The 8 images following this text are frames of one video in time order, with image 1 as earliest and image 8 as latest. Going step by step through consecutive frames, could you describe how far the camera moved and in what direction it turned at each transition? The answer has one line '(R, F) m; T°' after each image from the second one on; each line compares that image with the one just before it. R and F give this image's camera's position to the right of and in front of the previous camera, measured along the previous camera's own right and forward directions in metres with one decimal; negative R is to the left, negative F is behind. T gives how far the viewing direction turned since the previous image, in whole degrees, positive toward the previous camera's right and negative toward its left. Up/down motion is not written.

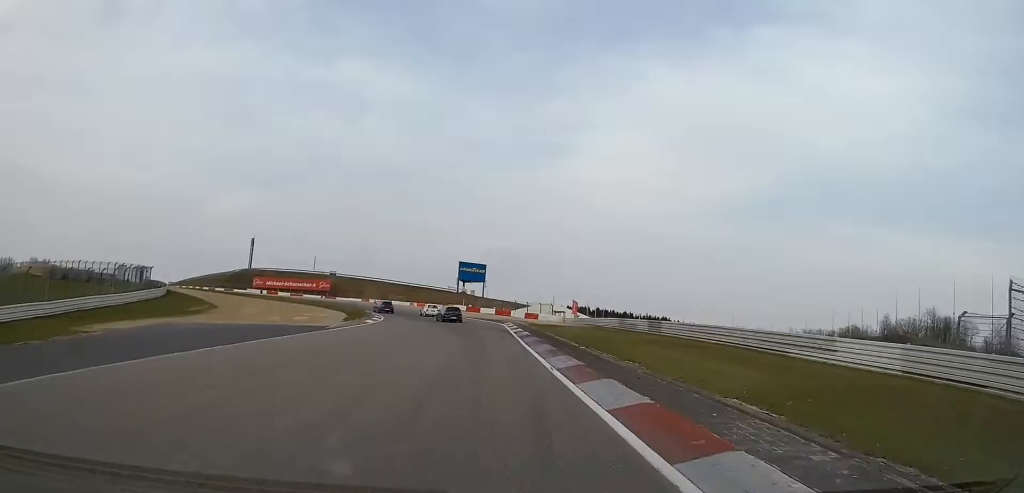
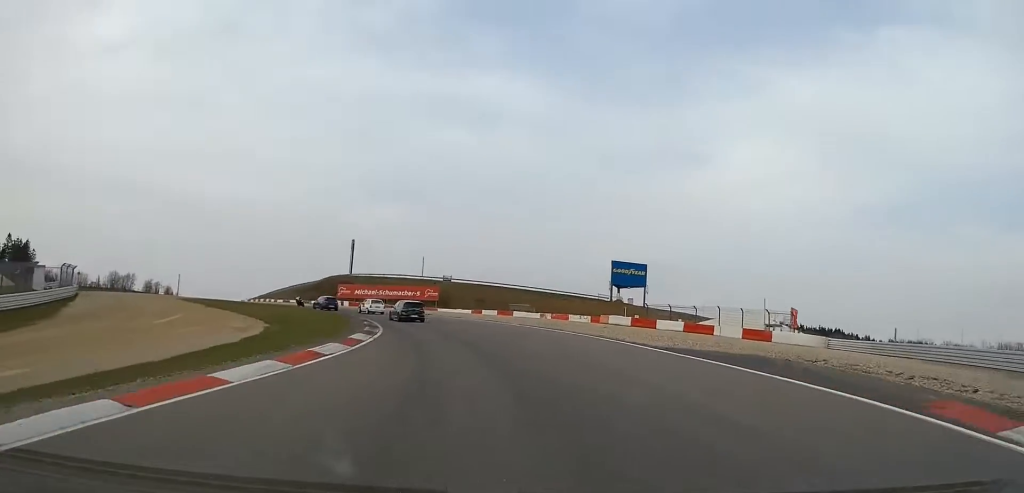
(-2.8, +54.3) m; -11°
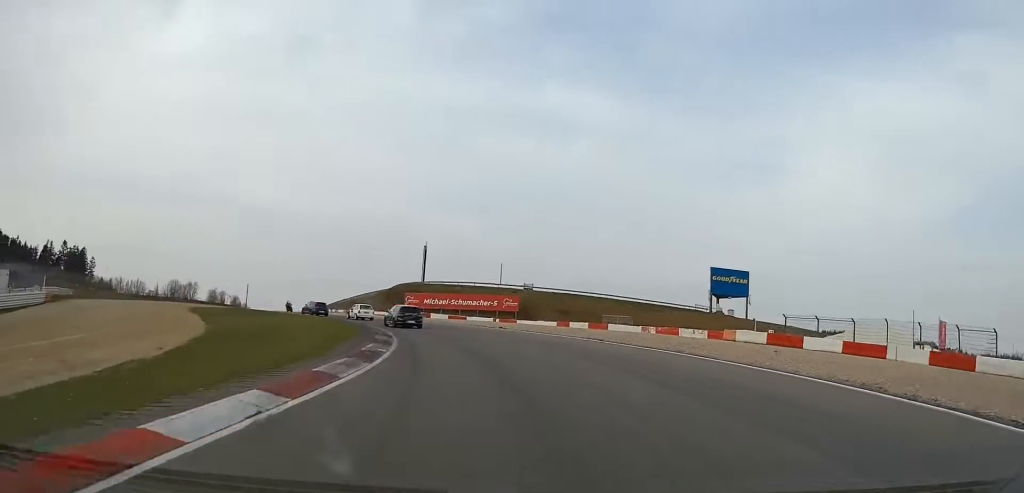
(-1.7, +17.9) m; -8°
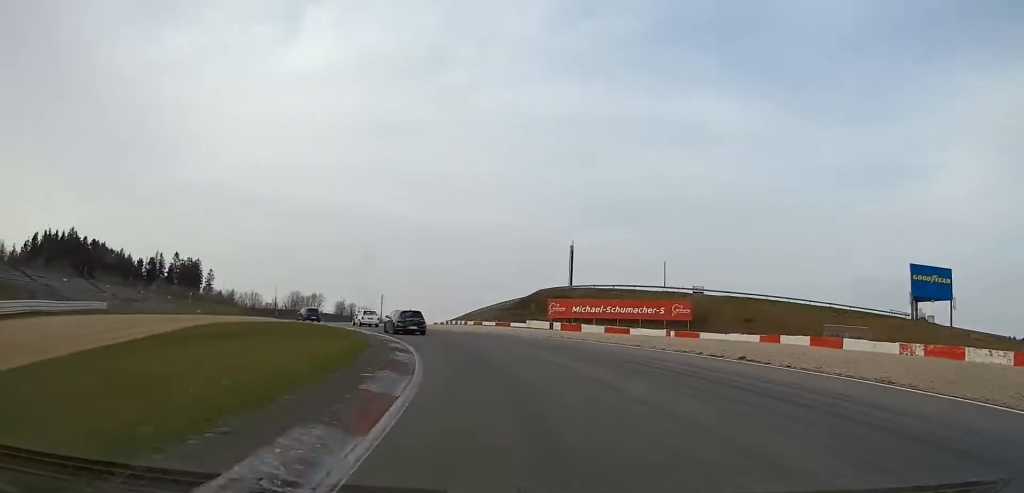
(-2.6, +25.7) m; -13°
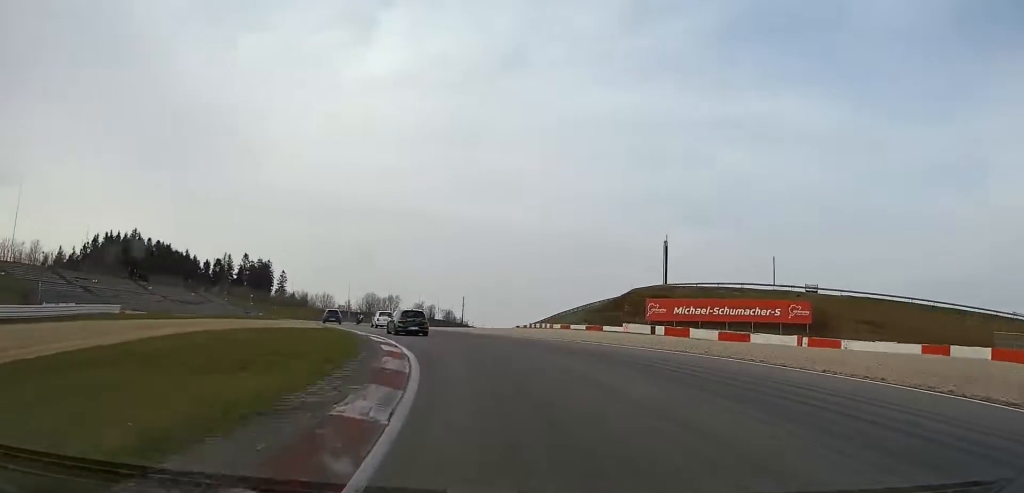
(-0.4, +14.3) m; -8°
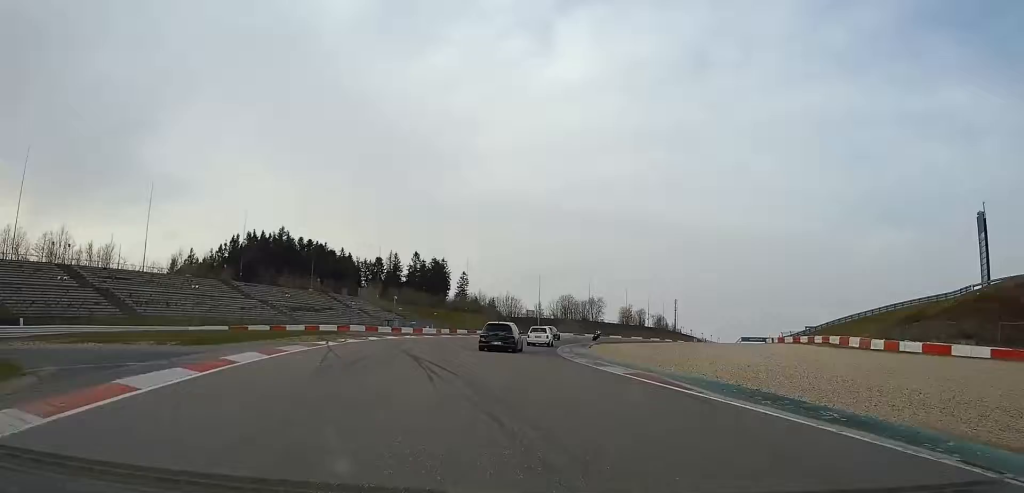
(-10.4, +52.2) m; -16°
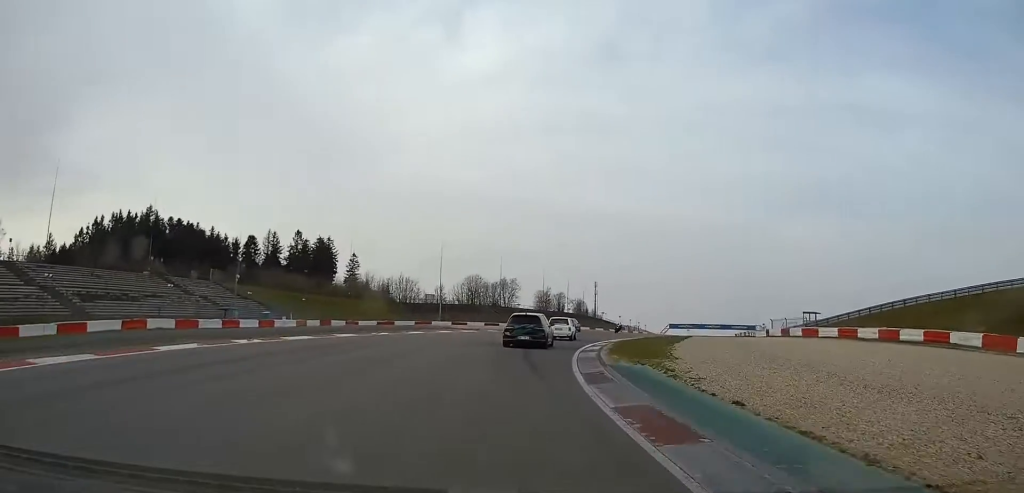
(-1.3, +39.9) m; +2°
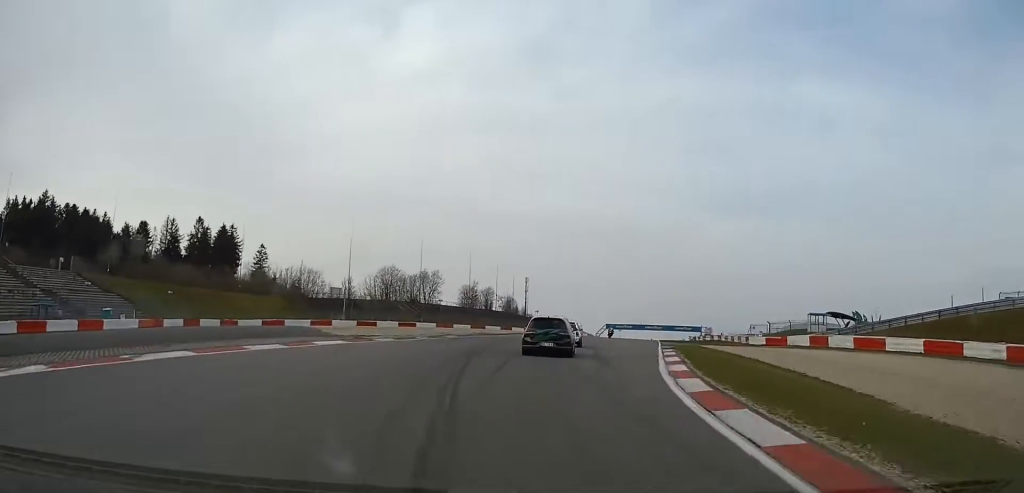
(+1.0, +26.0) m; +6°
